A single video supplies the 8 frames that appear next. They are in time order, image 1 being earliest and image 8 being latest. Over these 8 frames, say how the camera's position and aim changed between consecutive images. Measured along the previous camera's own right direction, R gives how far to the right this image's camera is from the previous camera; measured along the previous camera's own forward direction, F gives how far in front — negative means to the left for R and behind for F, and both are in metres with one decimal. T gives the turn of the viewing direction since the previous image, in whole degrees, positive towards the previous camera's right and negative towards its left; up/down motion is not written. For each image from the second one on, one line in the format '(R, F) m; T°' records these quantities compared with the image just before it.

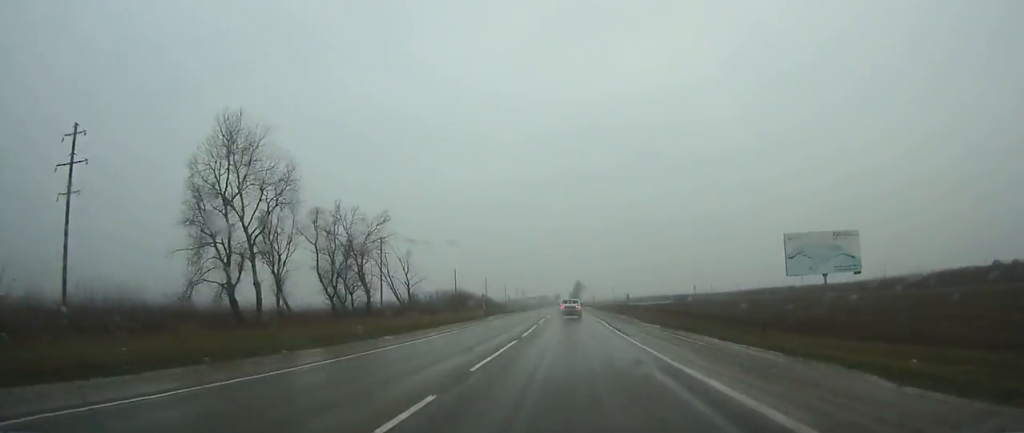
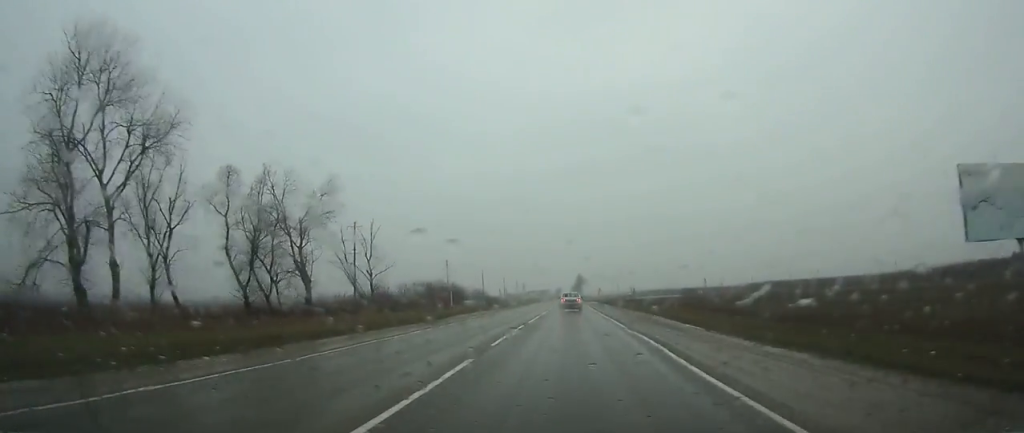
(0.0, +20.6) m; 0°
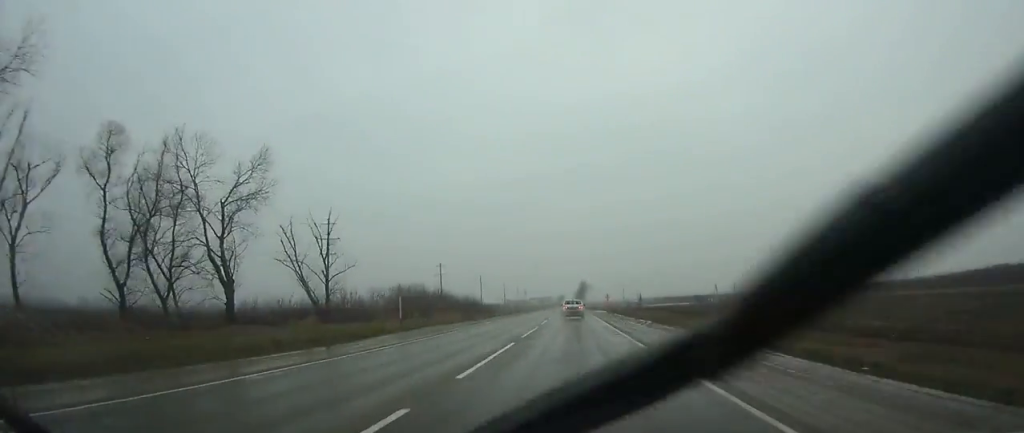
(+0.1, +16.5) m; 0°
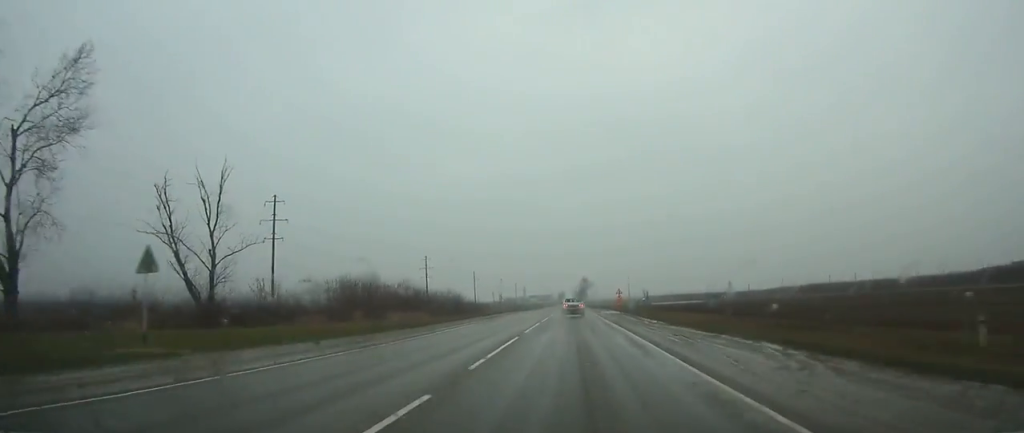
(-0.1, +23.0) m; 0°
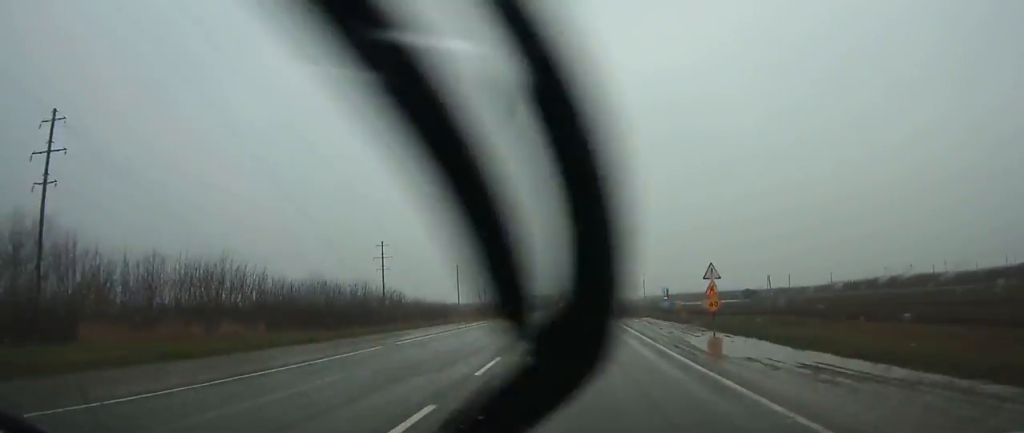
(-0.2, +48.2) m; 0°
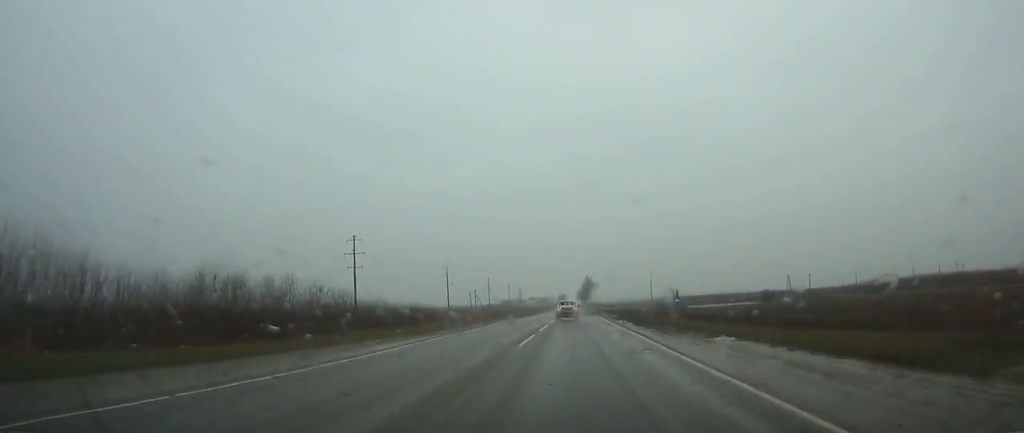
(0.0, +19.9) m; 0°
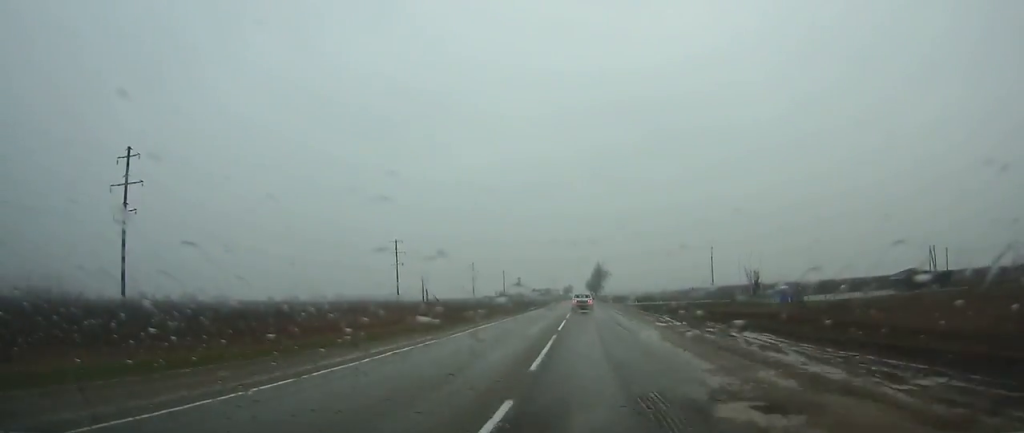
(-0.2, +74.9) m; 0°
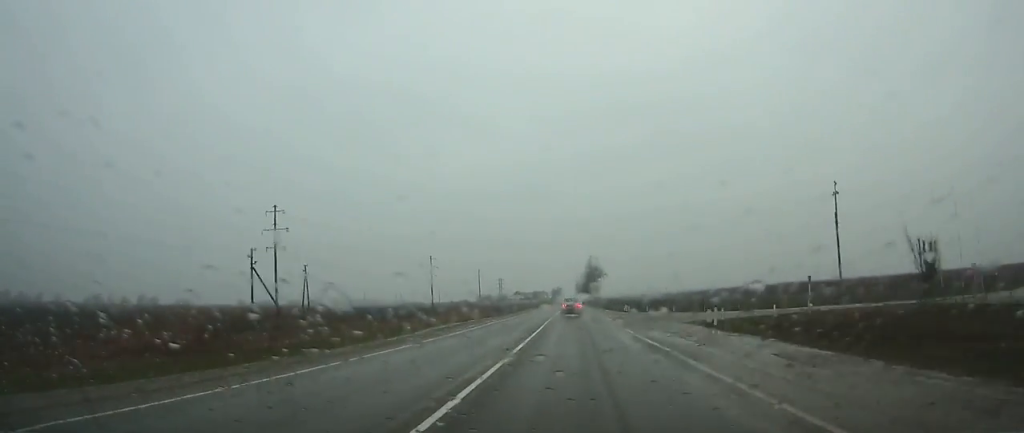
(+0.1, +60.6) m; 0°
